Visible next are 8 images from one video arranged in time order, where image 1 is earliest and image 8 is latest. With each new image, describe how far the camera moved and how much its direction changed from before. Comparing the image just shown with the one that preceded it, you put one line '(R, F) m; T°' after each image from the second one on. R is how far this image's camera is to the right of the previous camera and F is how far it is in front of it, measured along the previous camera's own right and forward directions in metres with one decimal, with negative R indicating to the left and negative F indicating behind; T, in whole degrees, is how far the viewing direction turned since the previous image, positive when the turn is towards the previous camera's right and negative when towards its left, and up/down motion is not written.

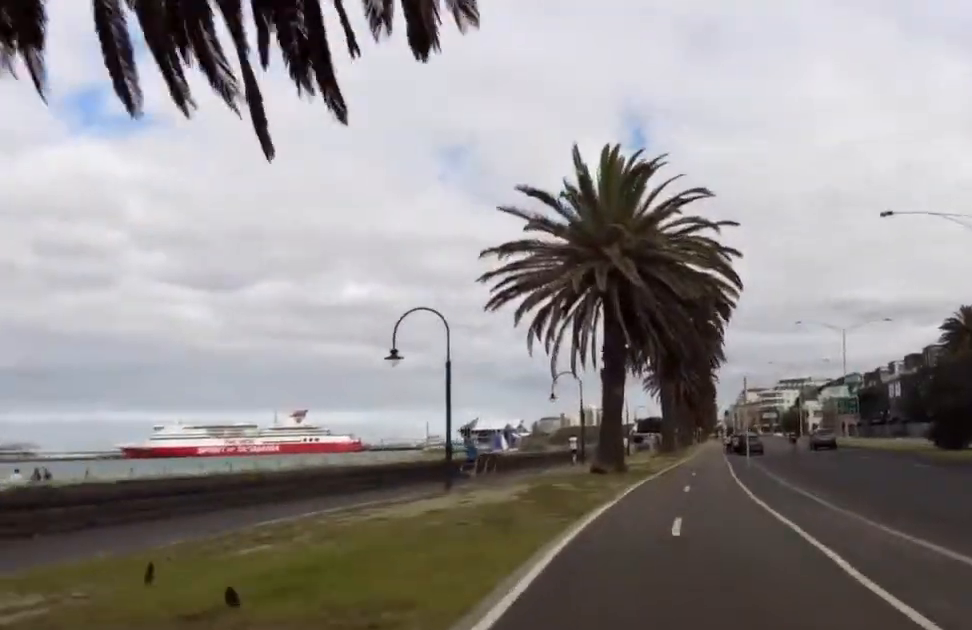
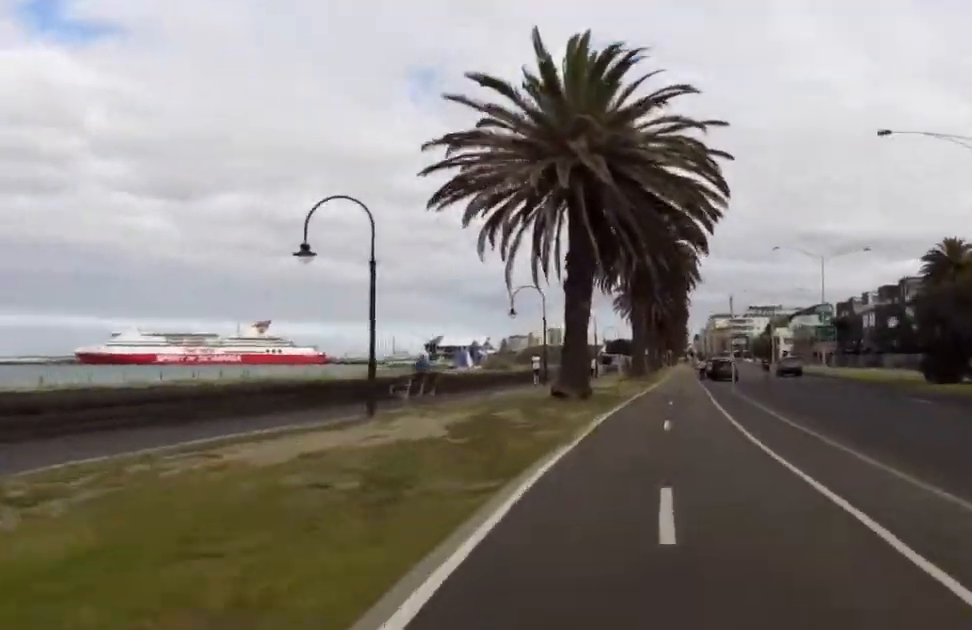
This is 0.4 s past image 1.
(-0.5, +3.6) m; 0°
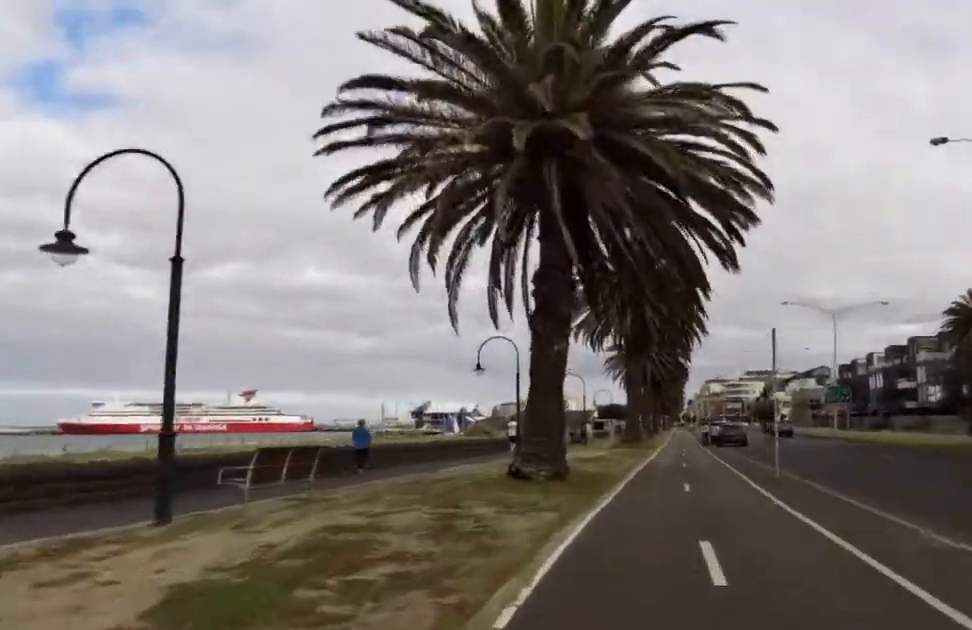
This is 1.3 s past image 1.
(+0.9, +6.9) m; +4°
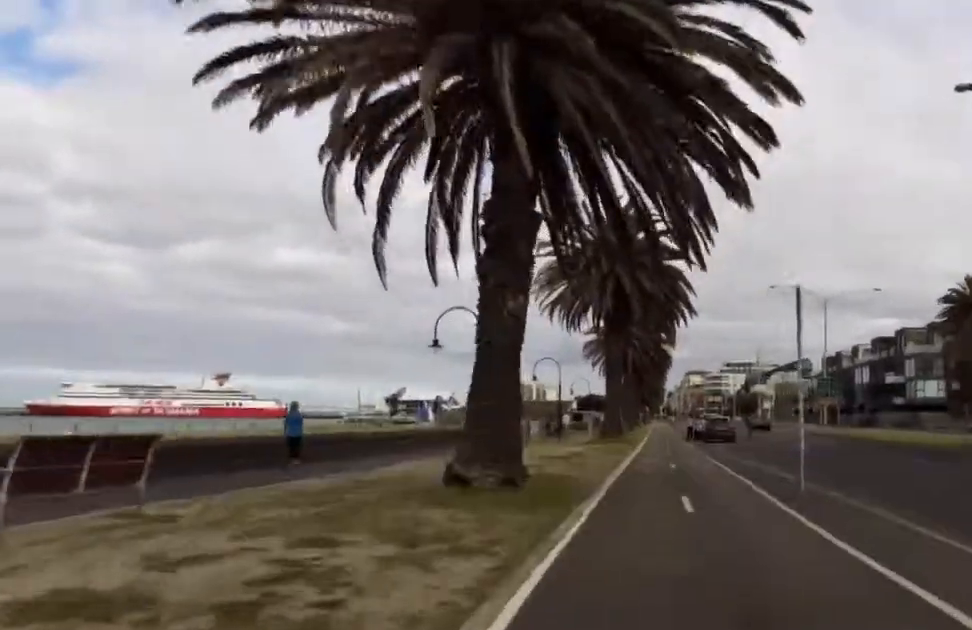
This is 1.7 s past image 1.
(0.0, +3.6) m; +1°
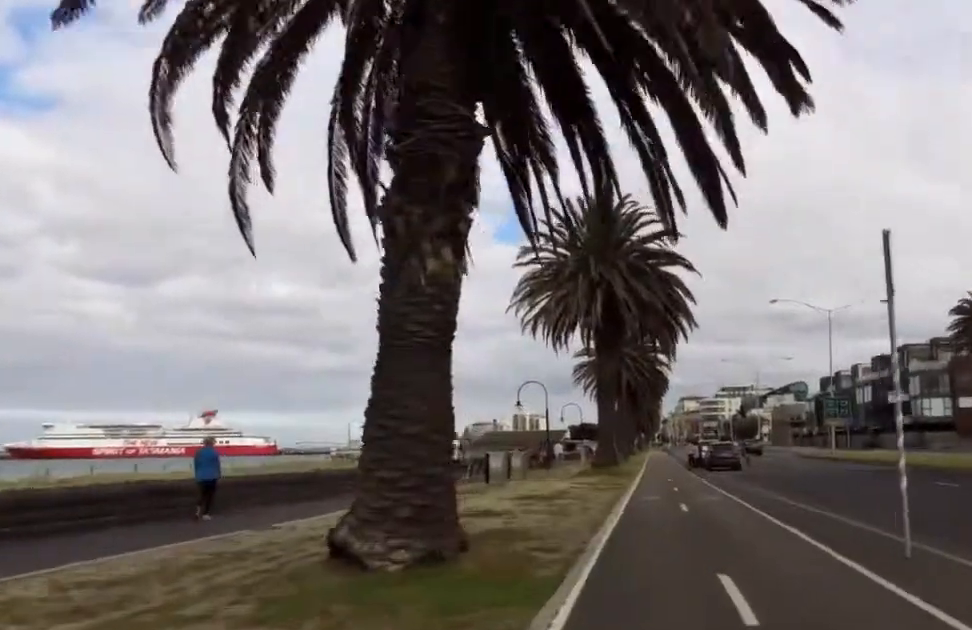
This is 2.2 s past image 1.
(-0.2, +4.1) m; 0°
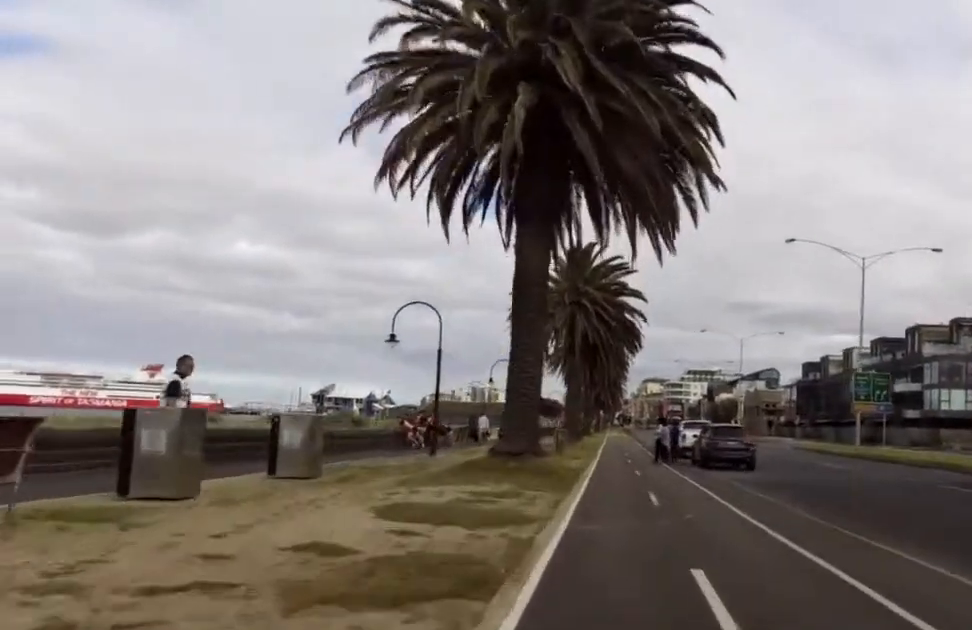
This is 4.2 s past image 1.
(+0.6, +16.3) m; +1°
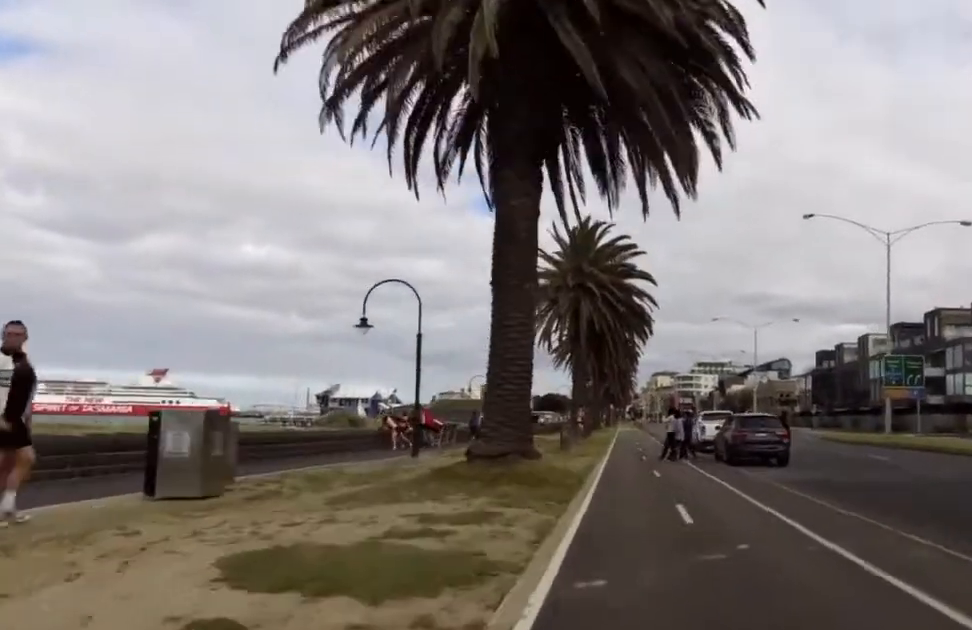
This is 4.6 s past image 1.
(0.0, +3.4) m; -1°
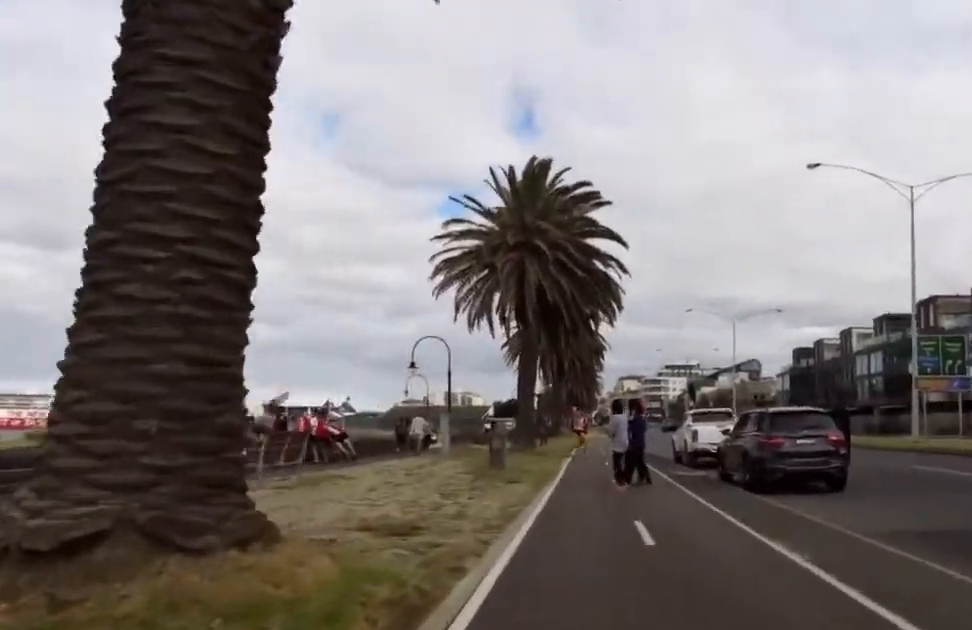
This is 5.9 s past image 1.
(-0.5, +8.6) m; -1°
